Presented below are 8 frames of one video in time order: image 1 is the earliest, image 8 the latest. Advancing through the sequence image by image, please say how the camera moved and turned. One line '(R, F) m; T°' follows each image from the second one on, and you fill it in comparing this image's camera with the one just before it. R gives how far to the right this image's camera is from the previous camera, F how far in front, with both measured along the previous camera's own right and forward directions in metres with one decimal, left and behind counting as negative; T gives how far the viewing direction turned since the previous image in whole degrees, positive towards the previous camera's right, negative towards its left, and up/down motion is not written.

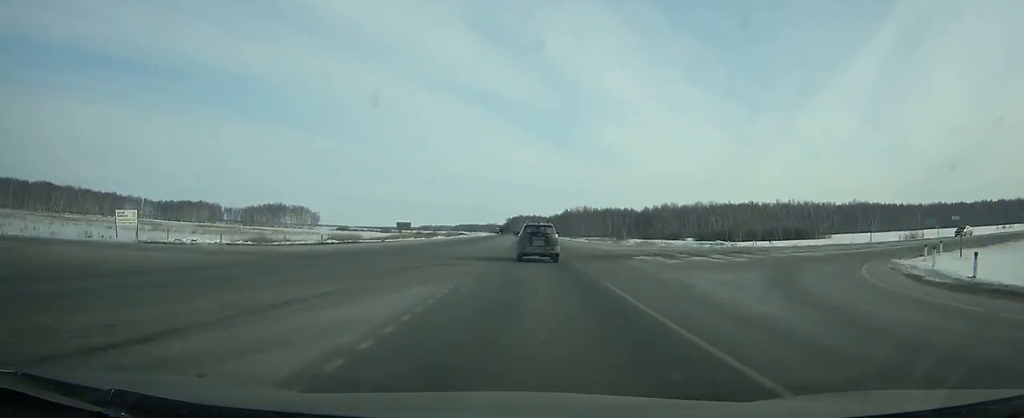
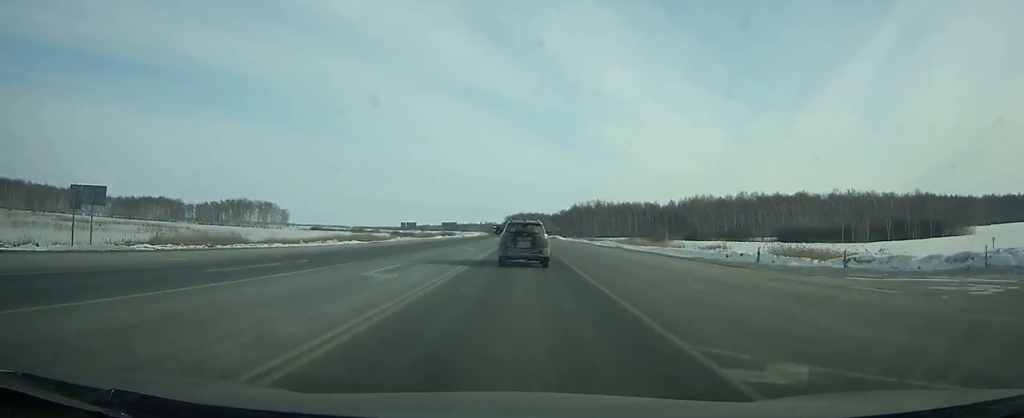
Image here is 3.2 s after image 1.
(-0.2, +65.2) m; -1°
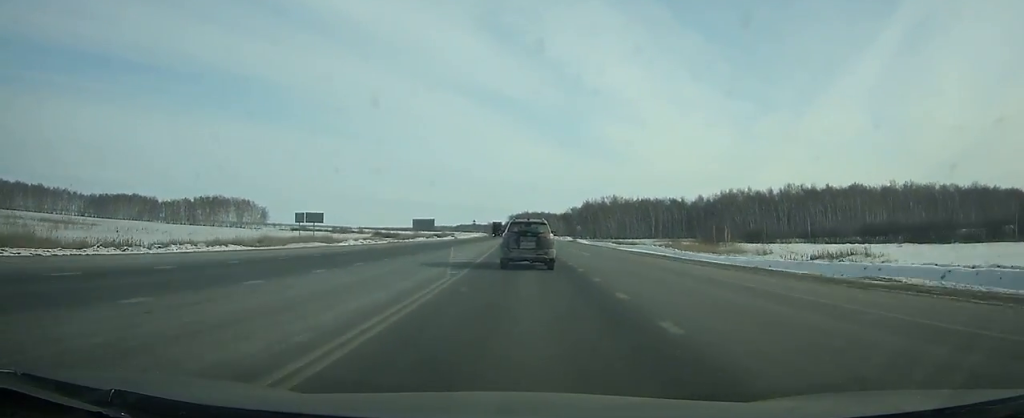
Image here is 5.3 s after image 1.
(-0.2, +45.5) m; 0°
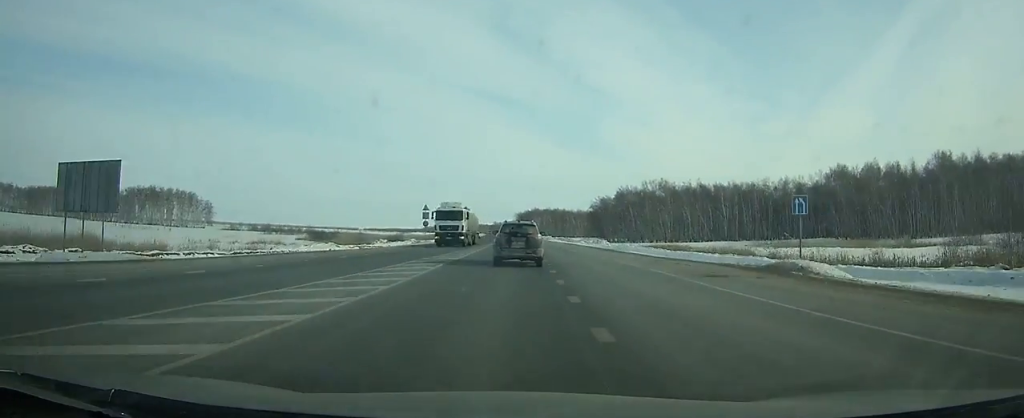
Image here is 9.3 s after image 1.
(-0.3, +87.9) m; -1°
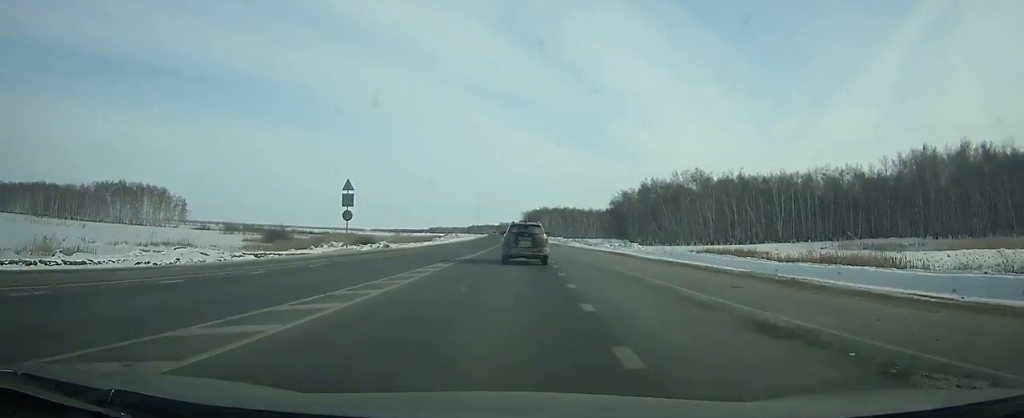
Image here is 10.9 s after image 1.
(-0.2, +35.7) m; -1°
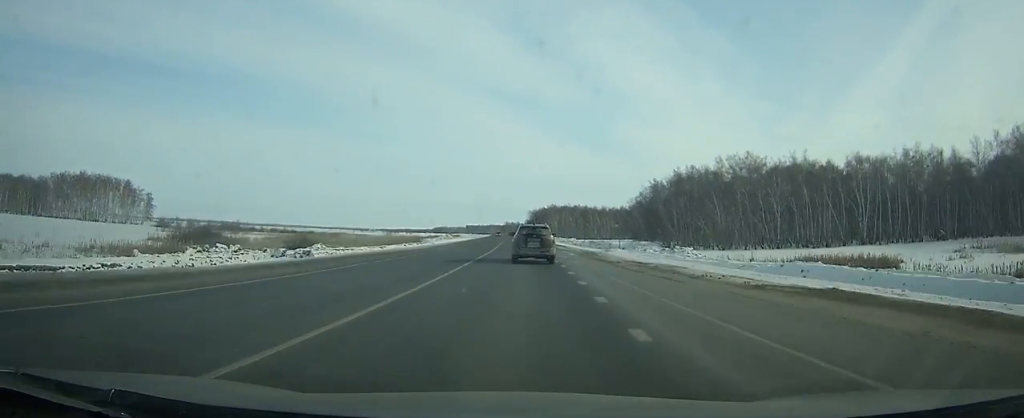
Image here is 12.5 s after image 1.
(0.0, +35.8) m; -1°
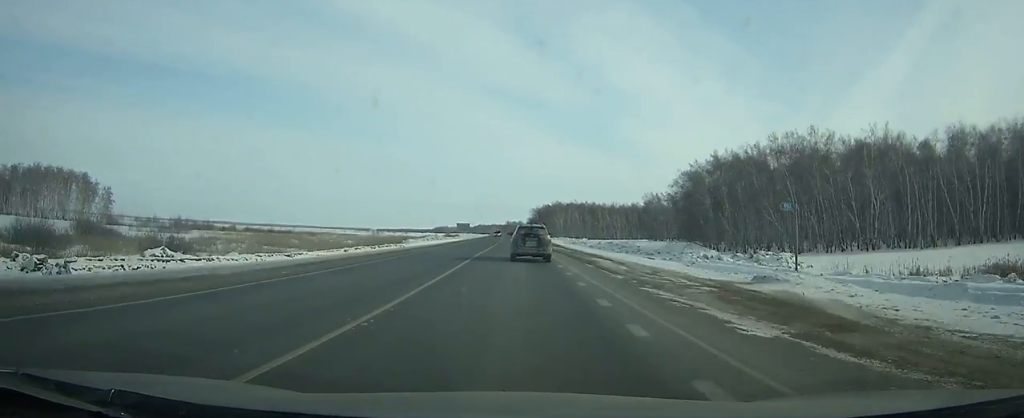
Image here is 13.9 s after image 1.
(-0.3, +31.7) m; -1°
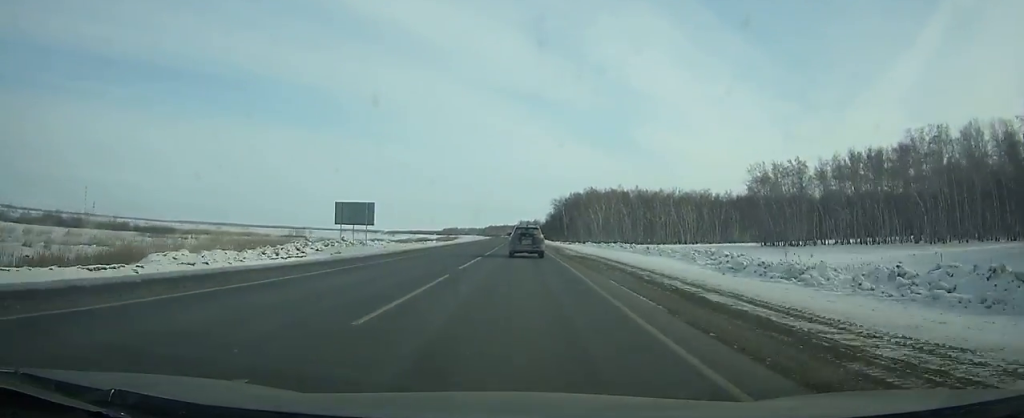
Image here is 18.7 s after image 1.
(-1.4, +110.2) m; -2°
